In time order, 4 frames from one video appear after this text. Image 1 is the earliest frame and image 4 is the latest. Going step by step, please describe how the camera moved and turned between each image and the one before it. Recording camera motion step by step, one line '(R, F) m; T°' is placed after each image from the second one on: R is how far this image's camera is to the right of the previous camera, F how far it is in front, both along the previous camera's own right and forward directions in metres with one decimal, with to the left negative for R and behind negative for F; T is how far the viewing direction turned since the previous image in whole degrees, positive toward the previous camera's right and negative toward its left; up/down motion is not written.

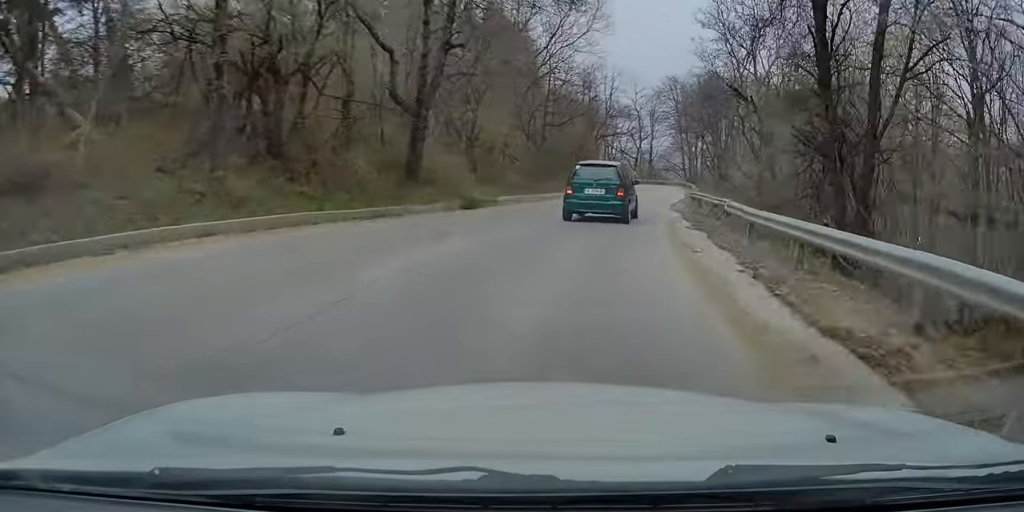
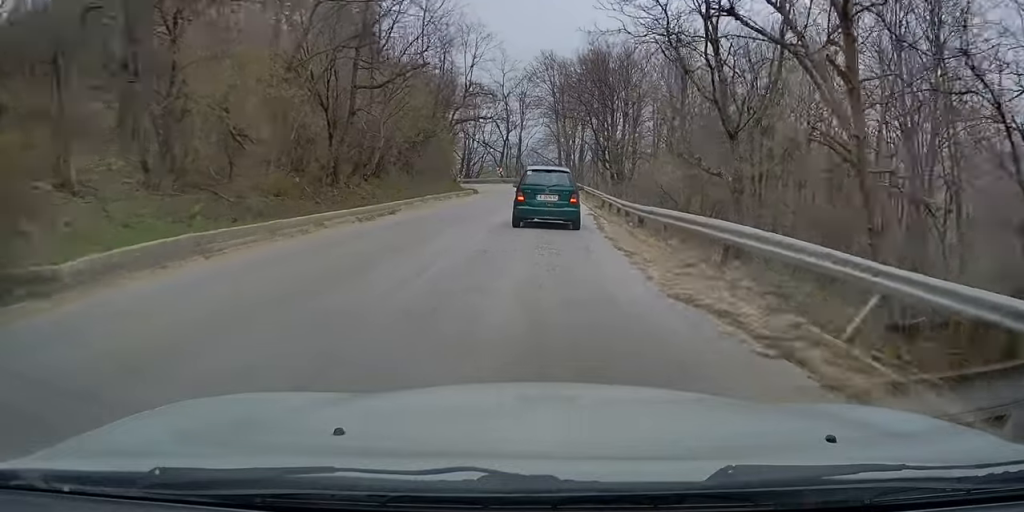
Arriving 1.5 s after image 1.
(+1.6, +19.3) m; +9°
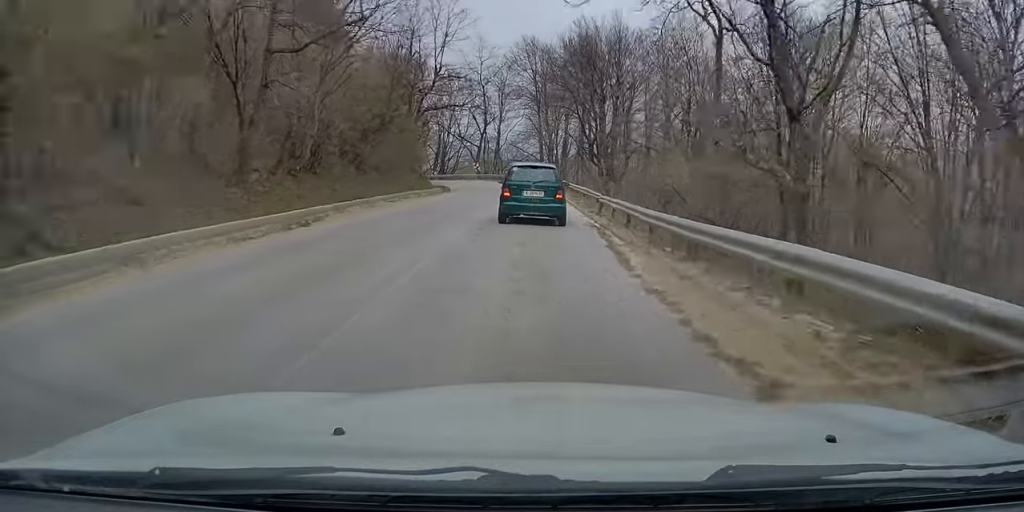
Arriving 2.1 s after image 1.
(+0.2, +7.0) m; +2°
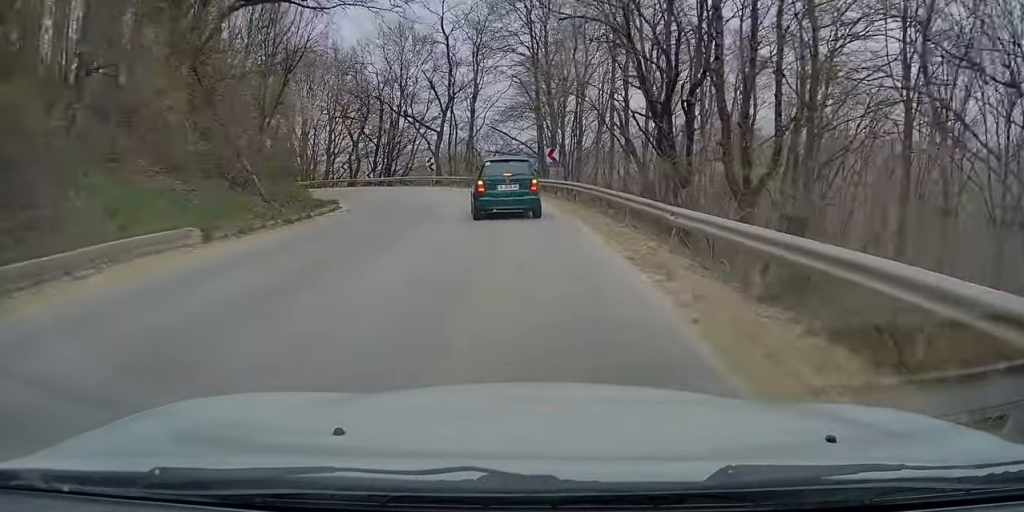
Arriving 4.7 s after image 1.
(+1.7, +31.3) m; +6°
